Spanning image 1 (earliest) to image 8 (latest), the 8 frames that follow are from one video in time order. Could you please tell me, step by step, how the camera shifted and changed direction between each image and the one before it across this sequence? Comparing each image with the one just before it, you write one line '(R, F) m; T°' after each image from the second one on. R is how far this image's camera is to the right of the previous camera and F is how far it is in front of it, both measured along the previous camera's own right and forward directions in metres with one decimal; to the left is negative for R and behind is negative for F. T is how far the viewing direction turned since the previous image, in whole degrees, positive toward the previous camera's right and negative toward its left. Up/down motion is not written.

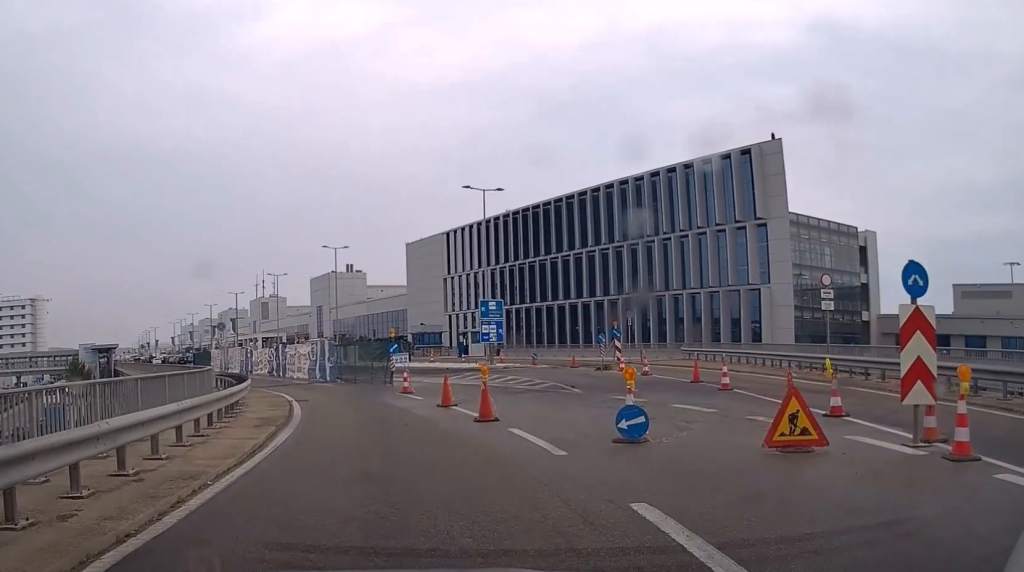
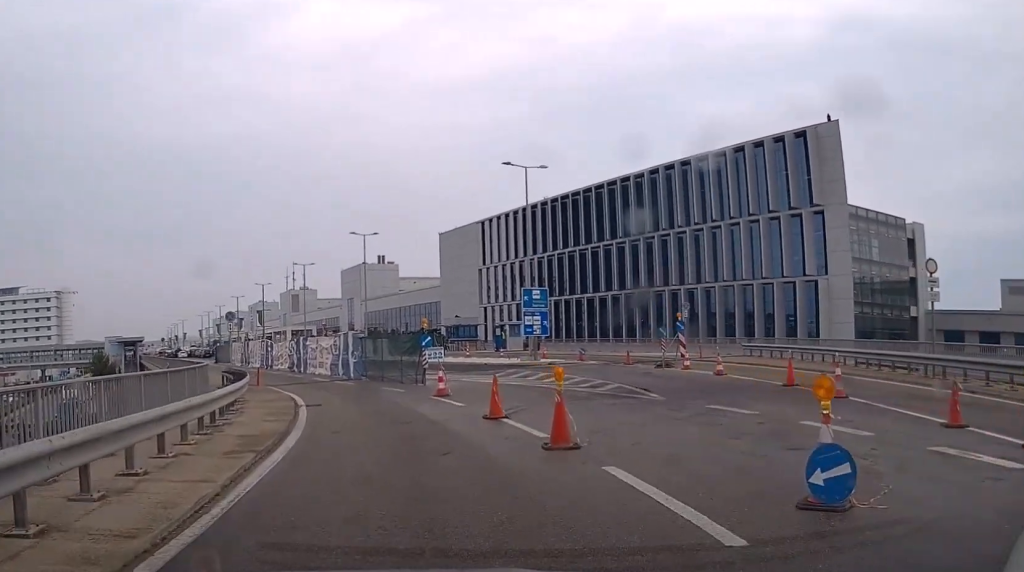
(0.0, +4.3) m; -1°
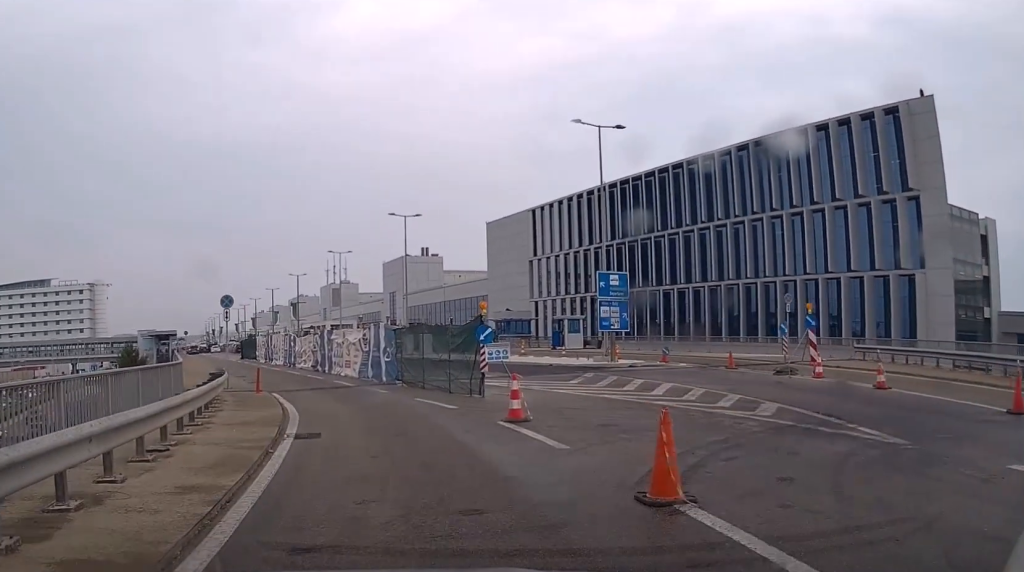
(-0.2, +6.6) m; -4°
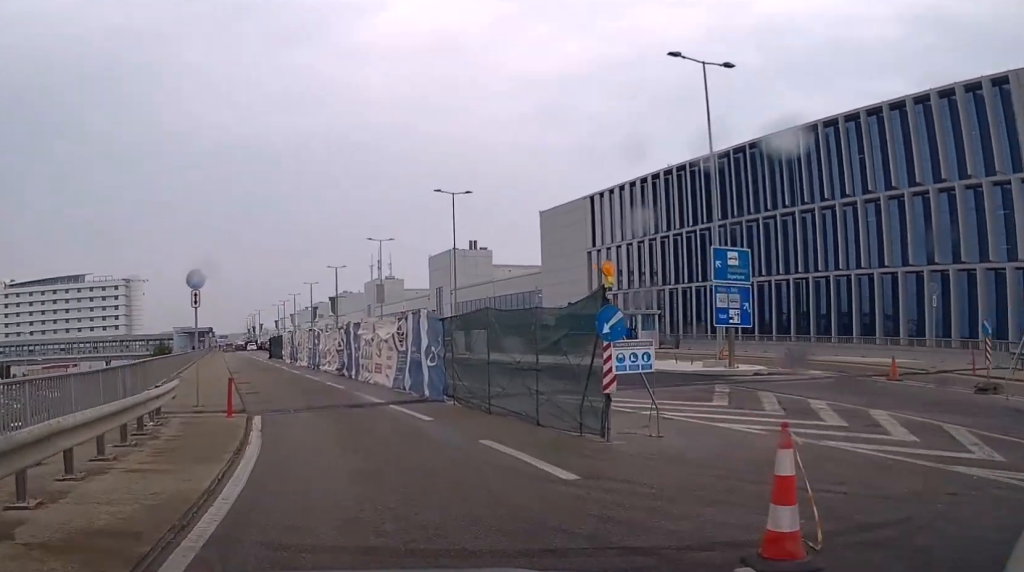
(-0.4, +7.2) m; -7°
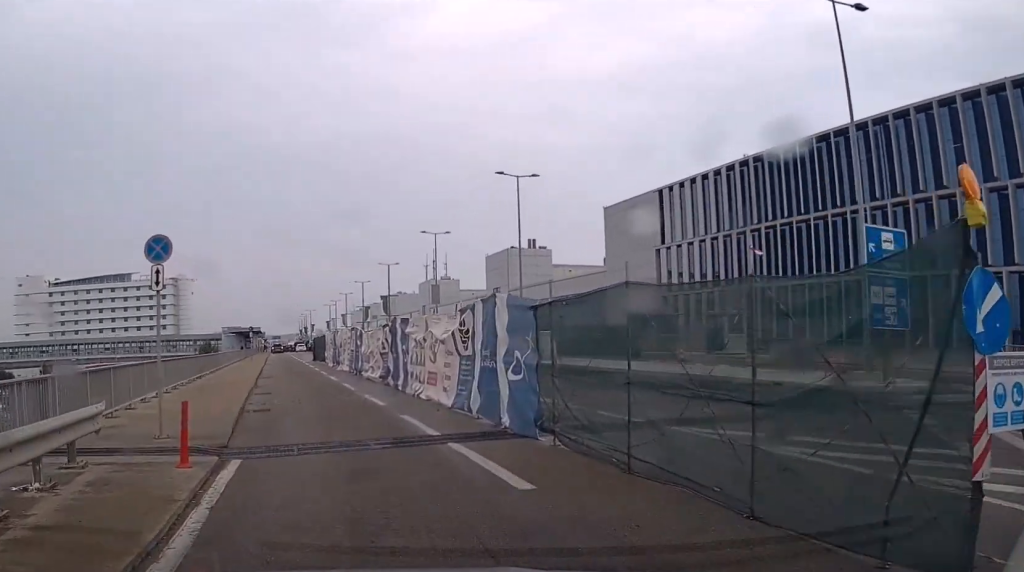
(-0.3, +5.5) m; -5°
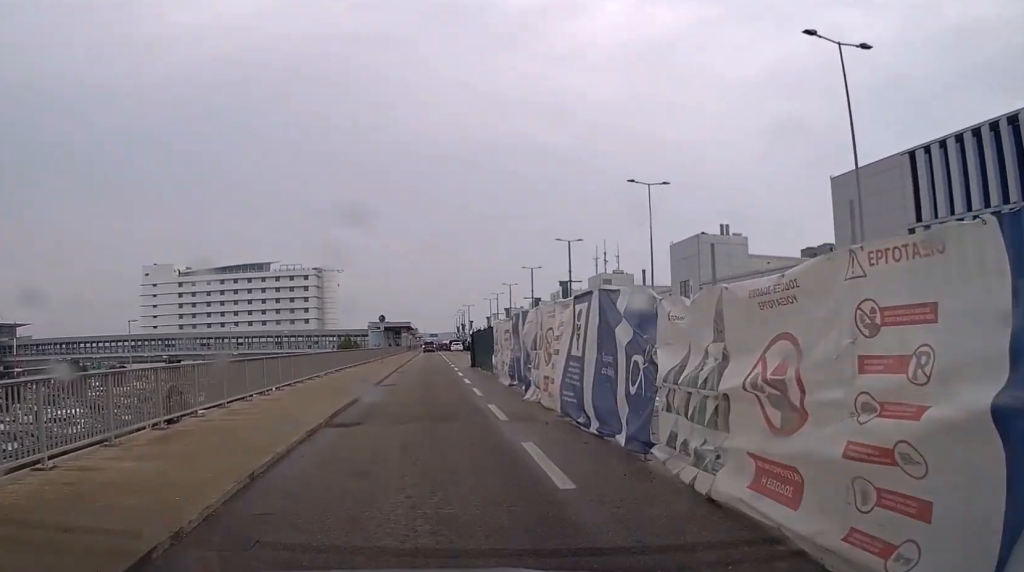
(-2.3, +20.5) m; -9°
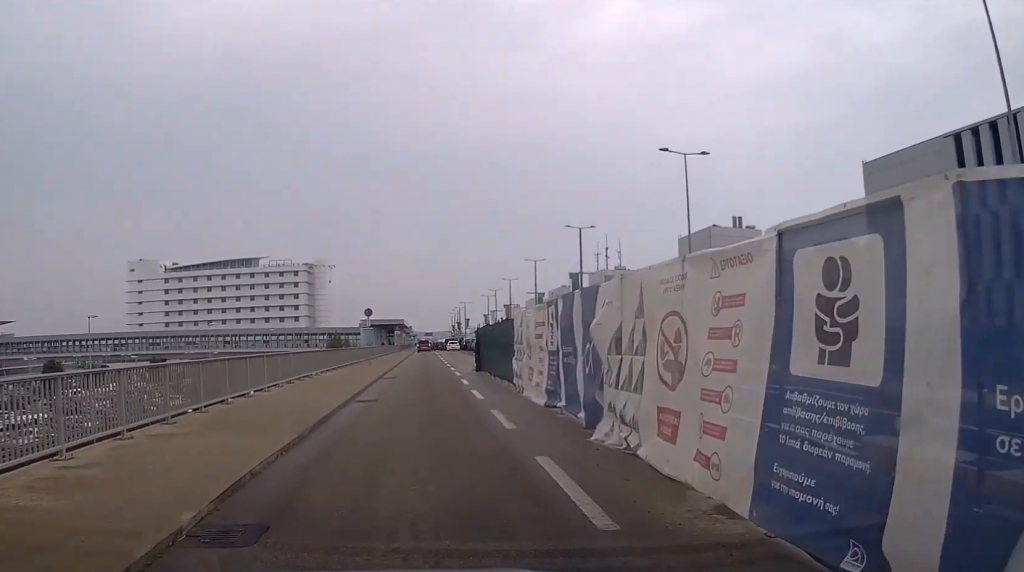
(0.0, +7.5) m; -1°
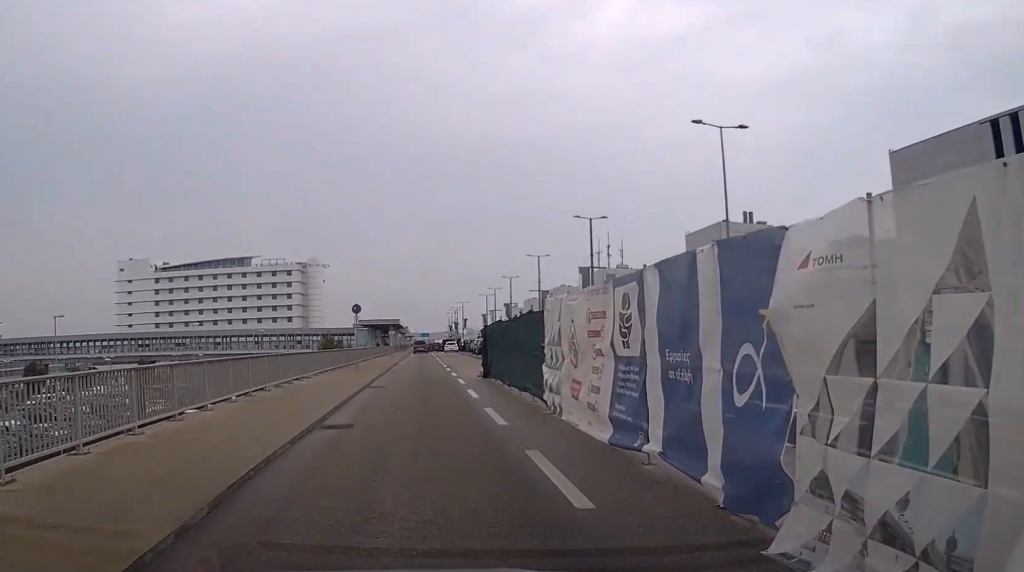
(-0.1, +5.0) m; -1°
